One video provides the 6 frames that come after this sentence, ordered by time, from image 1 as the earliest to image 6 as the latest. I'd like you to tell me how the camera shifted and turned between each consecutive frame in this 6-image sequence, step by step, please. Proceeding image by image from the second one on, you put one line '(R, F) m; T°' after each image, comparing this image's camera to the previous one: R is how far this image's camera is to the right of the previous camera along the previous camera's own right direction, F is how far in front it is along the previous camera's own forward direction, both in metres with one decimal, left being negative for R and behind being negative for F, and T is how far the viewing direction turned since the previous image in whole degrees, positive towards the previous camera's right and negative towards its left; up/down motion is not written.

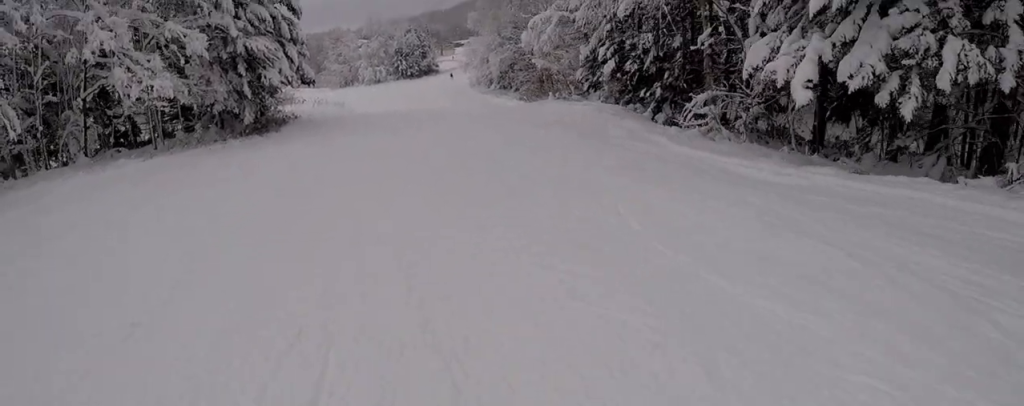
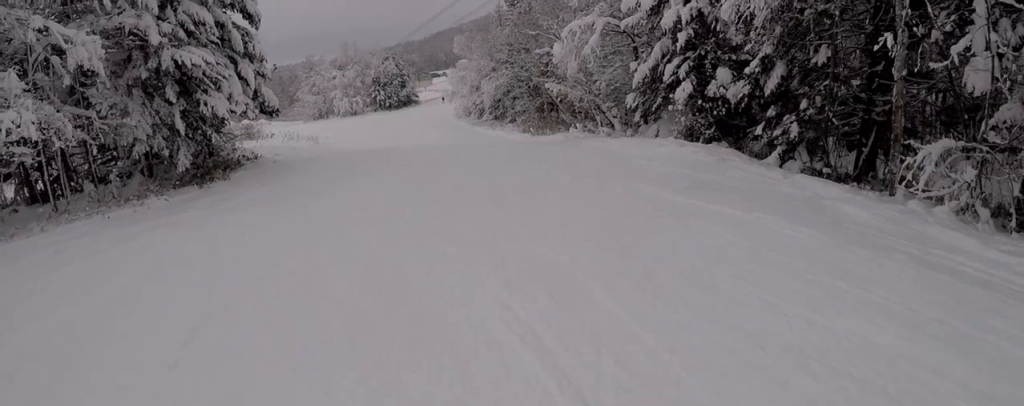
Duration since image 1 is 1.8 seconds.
(-1.1, +8.5) m; -6°
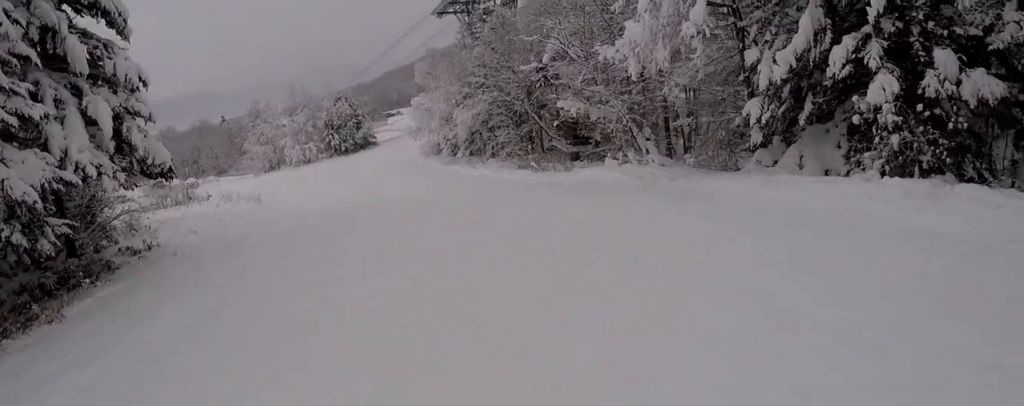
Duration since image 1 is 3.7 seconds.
(+2.5, +11.6) m; +12°
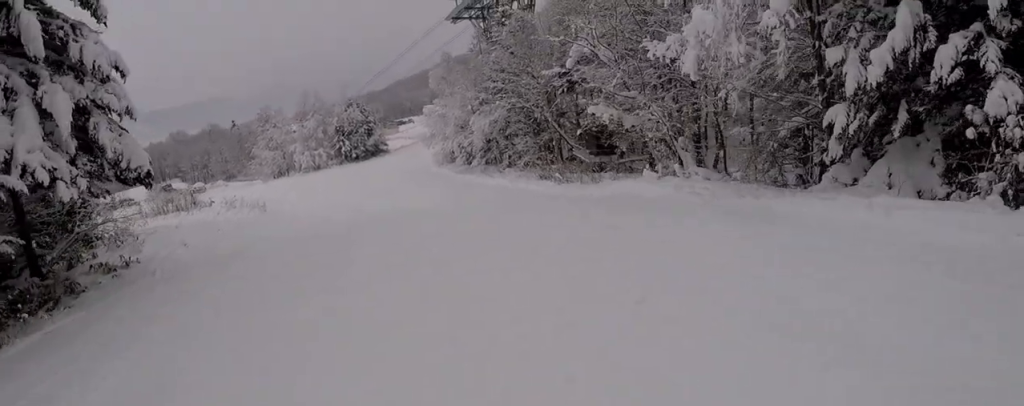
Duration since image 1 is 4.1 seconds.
(-0.2, +3.0) m; -1°
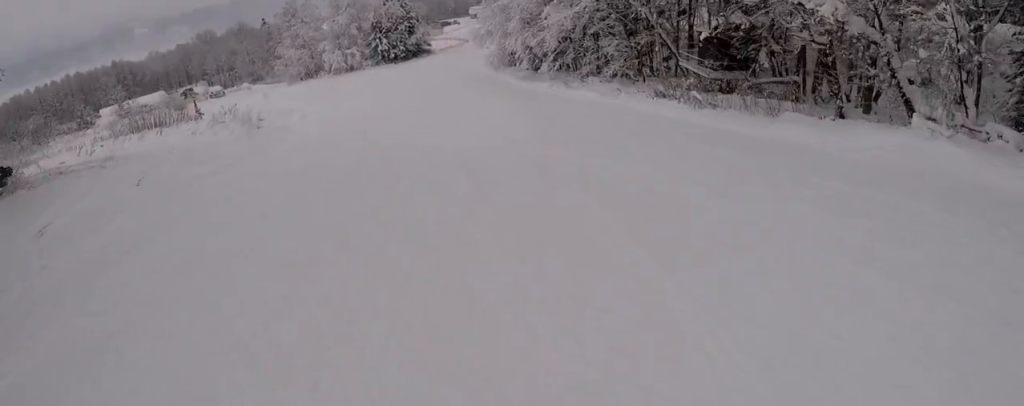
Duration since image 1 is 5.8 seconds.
(-0.2, +12.2) m; +7°
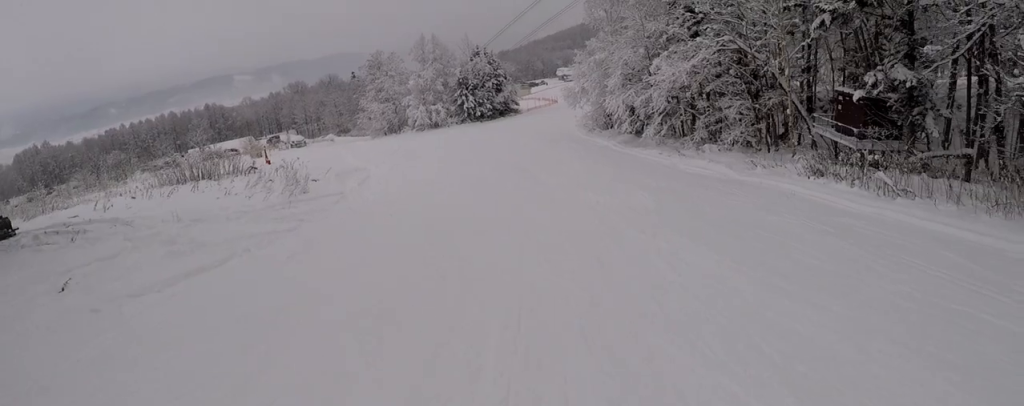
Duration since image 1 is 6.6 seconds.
(+1.0, +7.2) m; 0°
